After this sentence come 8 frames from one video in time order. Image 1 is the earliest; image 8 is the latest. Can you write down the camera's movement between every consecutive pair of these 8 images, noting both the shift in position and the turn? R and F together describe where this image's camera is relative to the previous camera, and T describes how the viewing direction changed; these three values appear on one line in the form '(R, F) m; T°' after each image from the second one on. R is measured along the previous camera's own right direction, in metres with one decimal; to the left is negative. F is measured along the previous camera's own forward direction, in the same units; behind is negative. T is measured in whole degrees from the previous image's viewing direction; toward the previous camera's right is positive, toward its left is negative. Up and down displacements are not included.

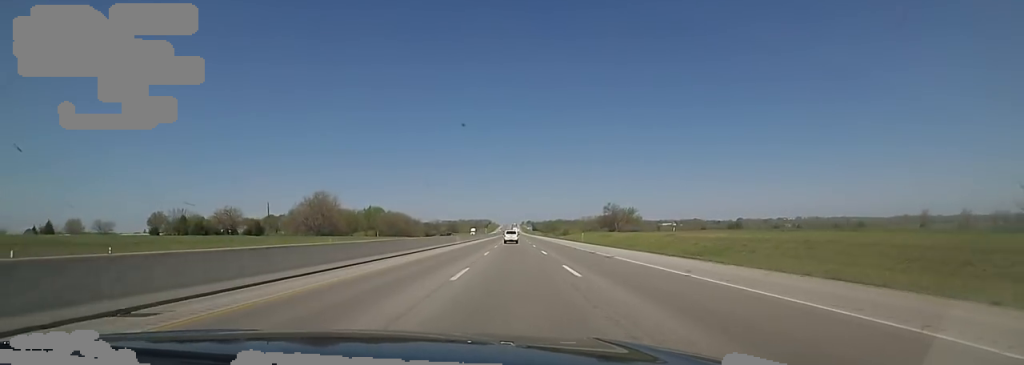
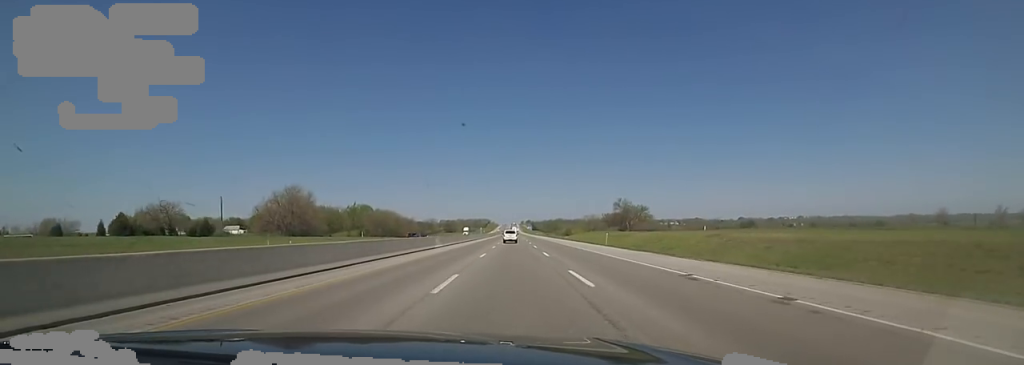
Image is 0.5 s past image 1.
(+0.1, +18.5) m; 0°
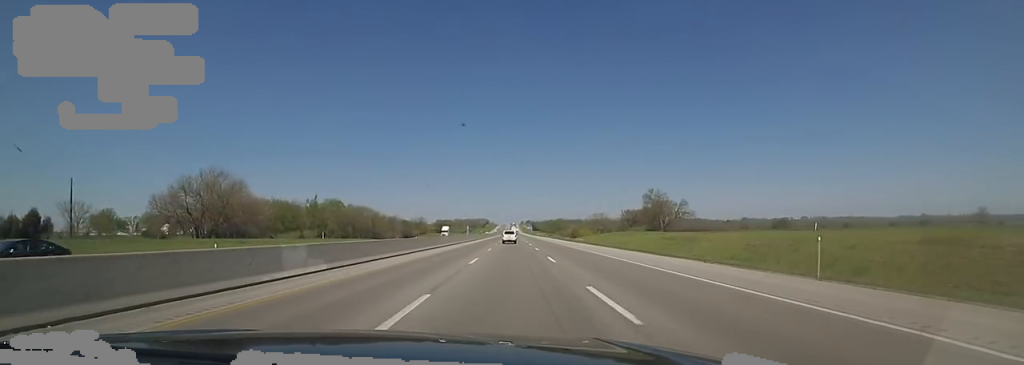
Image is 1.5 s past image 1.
(-0.8, +35.5) m; -1°
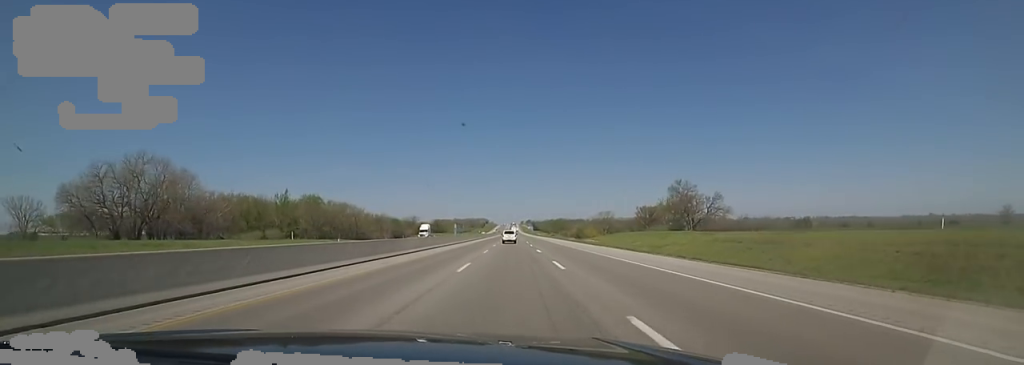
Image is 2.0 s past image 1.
(0.0, +19.5) m; 0°
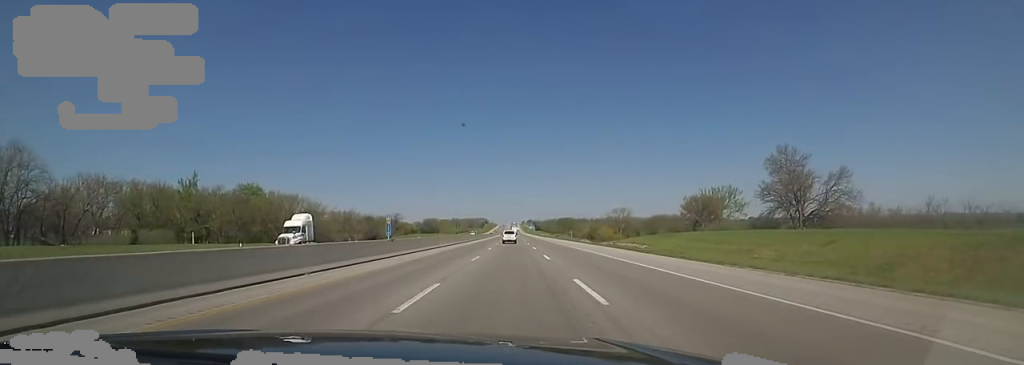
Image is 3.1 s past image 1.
(-0.3, +39.2) m; 0°
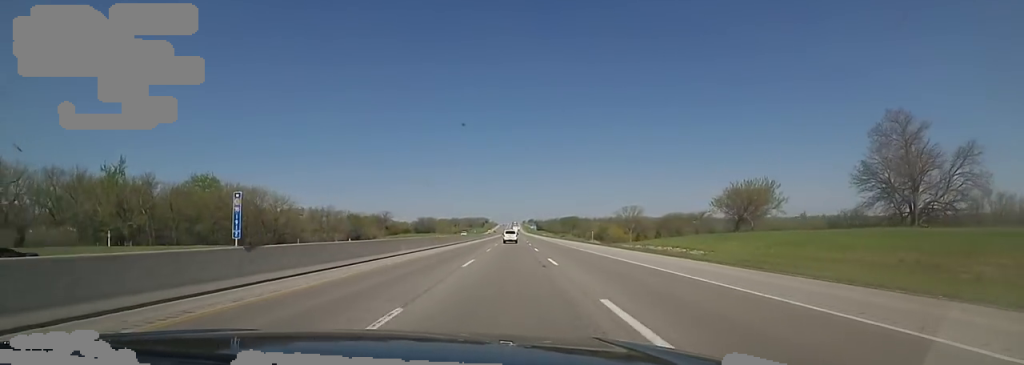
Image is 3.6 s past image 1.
(0.0, +19.6) m; +1°
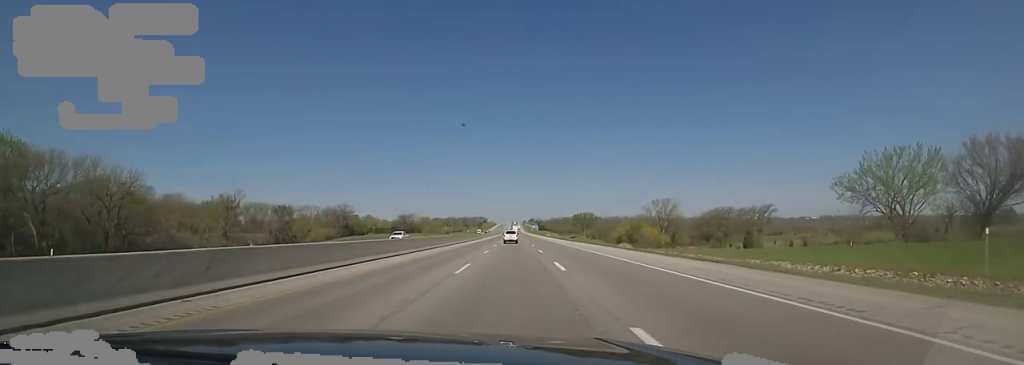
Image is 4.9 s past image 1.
(+1.6, +49.0) m; +2°
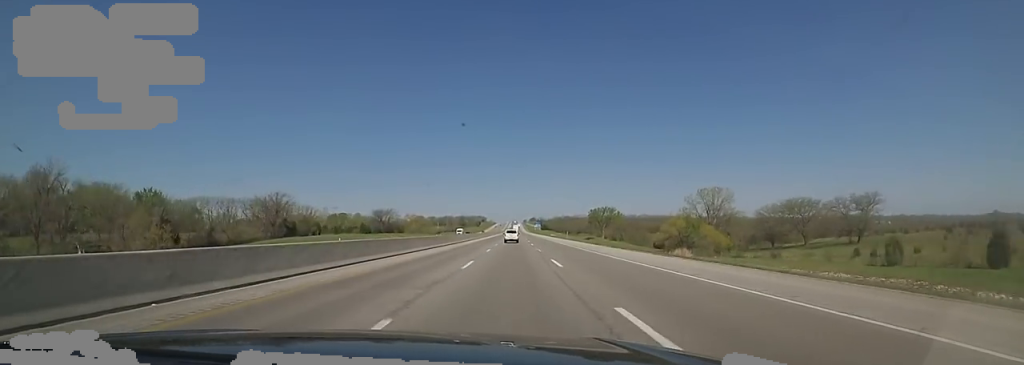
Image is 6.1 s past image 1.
(-1.0, +44.1) m; -2°
